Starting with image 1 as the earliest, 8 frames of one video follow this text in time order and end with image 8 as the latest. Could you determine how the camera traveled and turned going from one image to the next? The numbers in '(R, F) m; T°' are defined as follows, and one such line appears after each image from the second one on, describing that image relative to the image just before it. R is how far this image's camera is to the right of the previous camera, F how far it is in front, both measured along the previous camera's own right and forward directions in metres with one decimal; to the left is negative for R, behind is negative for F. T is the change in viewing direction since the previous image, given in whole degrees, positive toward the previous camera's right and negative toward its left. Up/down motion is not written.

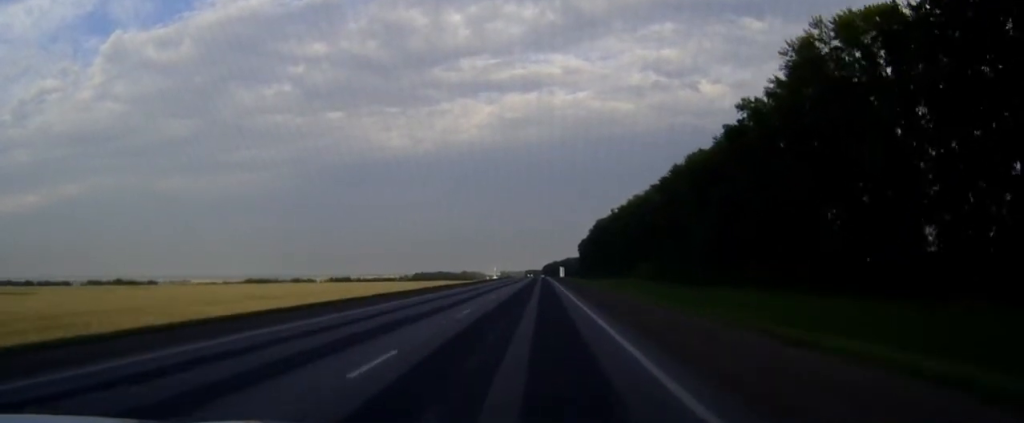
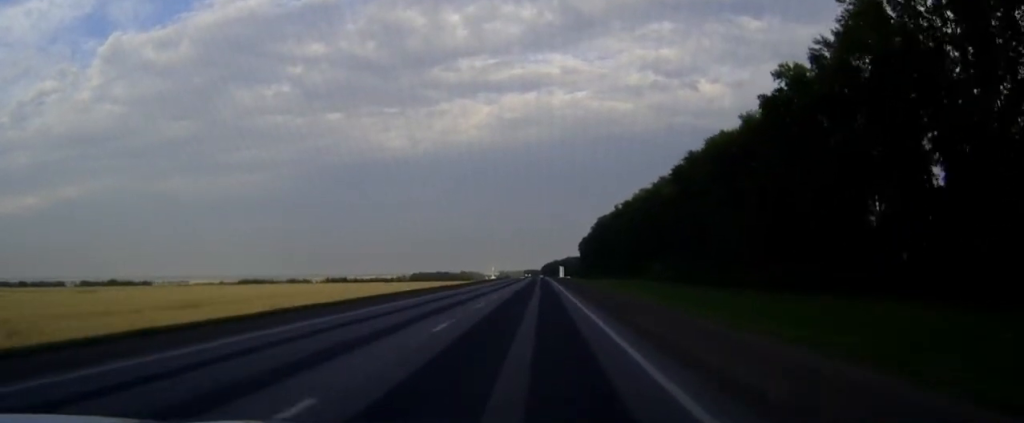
(0.0, +16.4) m; 0°
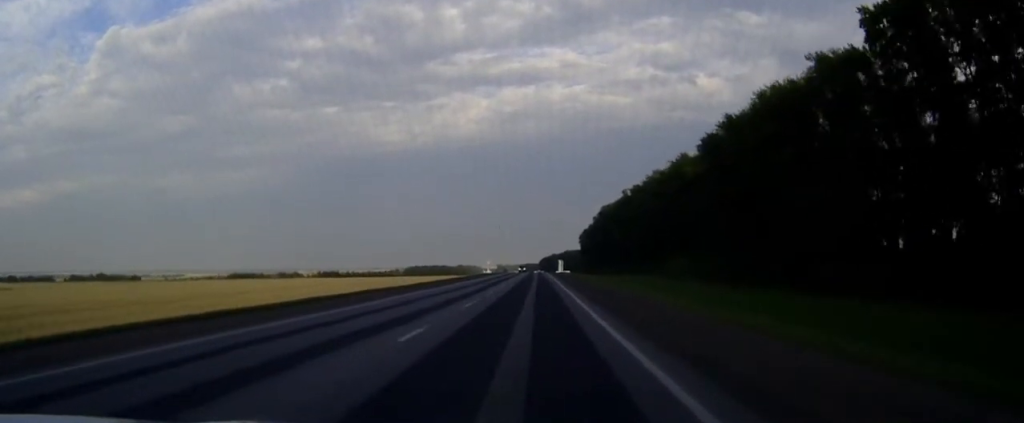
(0.0, +27.5) m; 0°
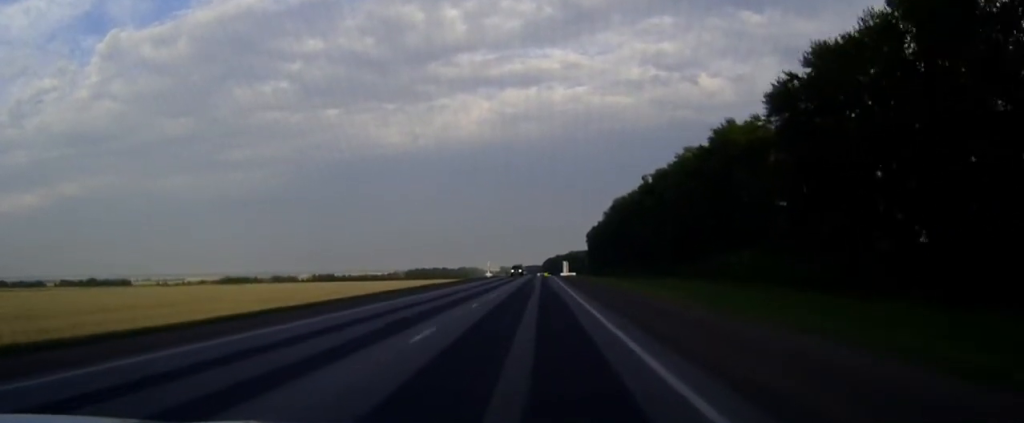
(0.0, +35.2) m; 0°
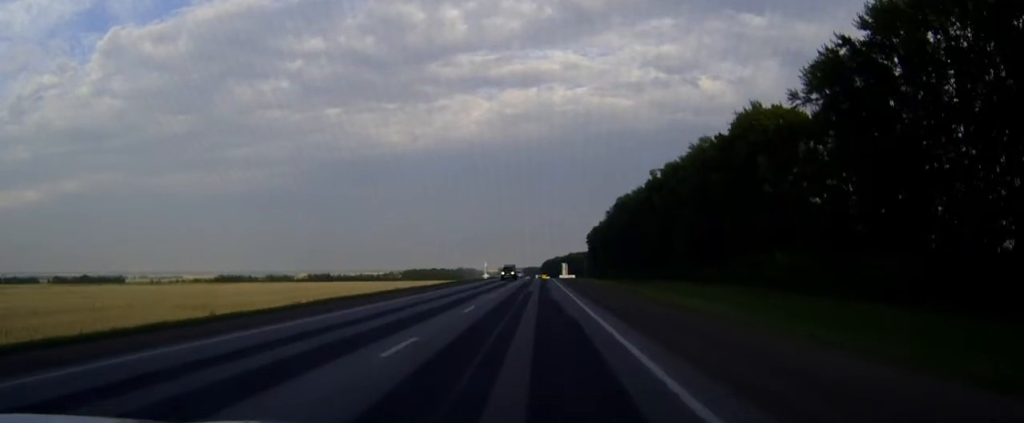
(0.0, +14.0) m; 0°
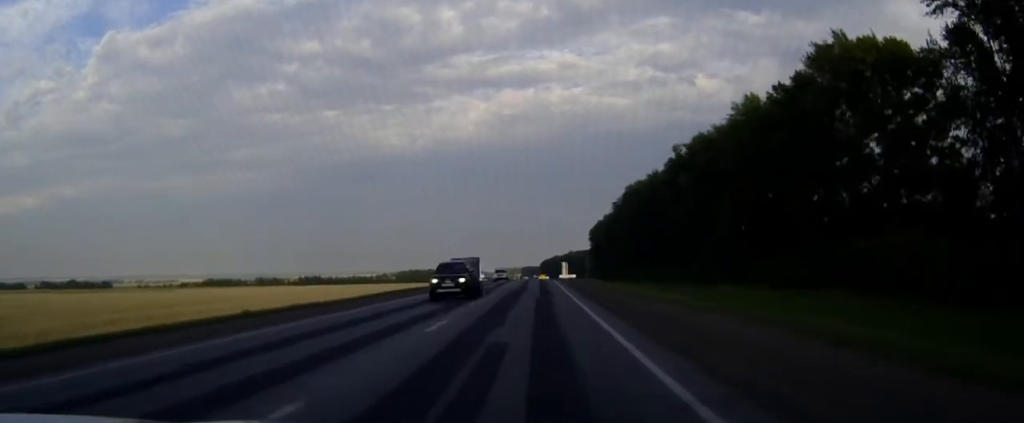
(+0.1, +31.0) m; 0°
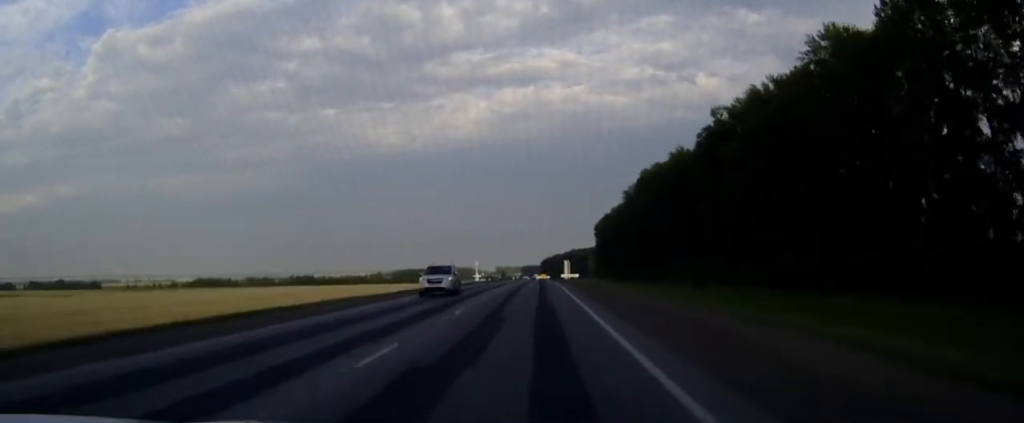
(0.0, +30.1) m; 0°
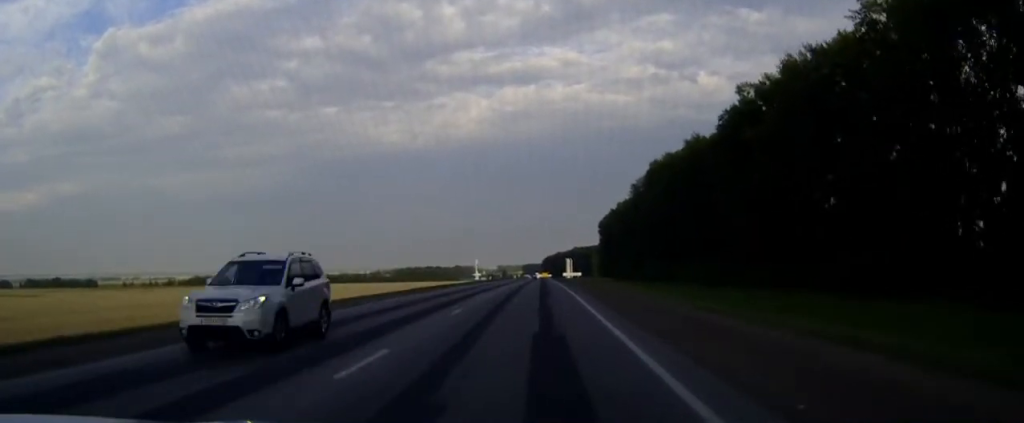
(0.0, +13.0) m; 0°
